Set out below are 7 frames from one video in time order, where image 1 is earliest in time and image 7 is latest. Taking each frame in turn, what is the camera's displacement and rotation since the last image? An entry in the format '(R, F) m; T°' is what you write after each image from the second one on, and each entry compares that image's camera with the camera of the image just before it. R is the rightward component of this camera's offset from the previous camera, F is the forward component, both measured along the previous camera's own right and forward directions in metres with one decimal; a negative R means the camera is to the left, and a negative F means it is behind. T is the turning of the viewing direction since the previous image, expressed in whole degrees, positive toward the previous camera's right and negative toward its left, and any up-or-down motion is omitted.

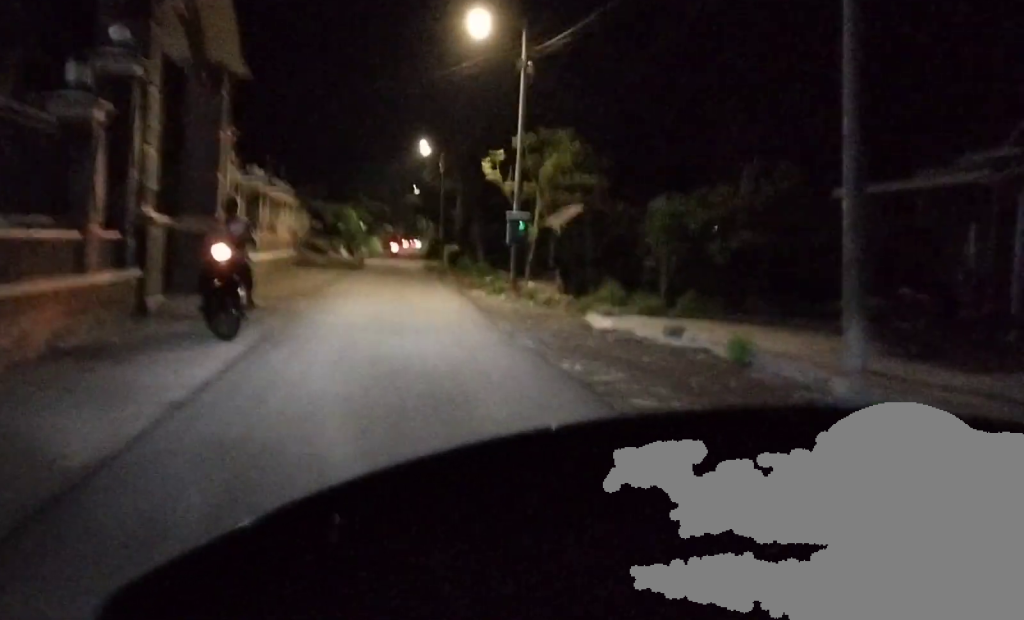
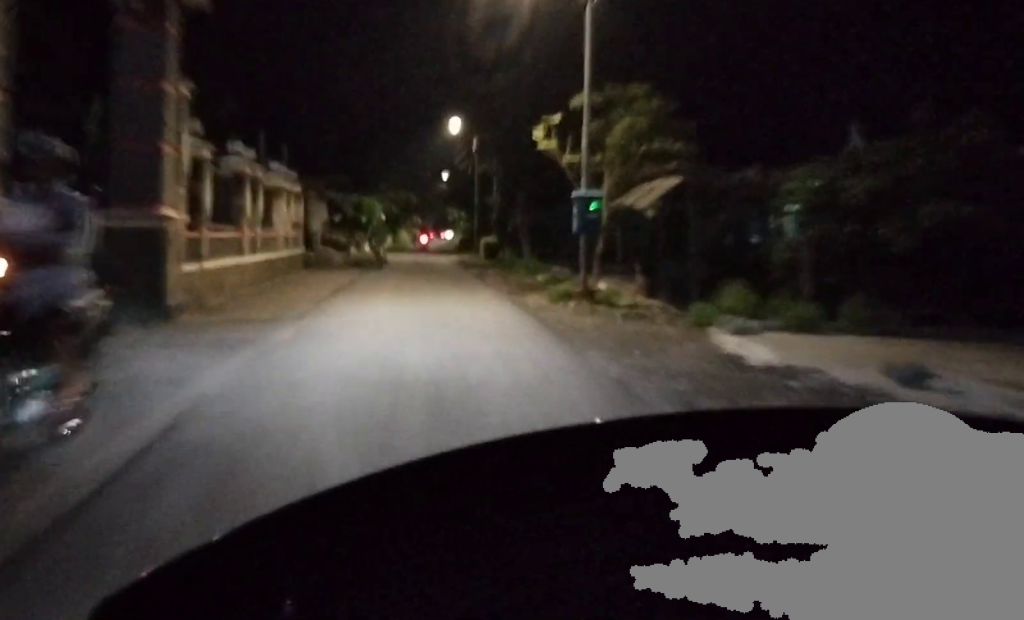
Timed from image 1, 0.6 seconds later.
(0.0, +5.4) m; -1°
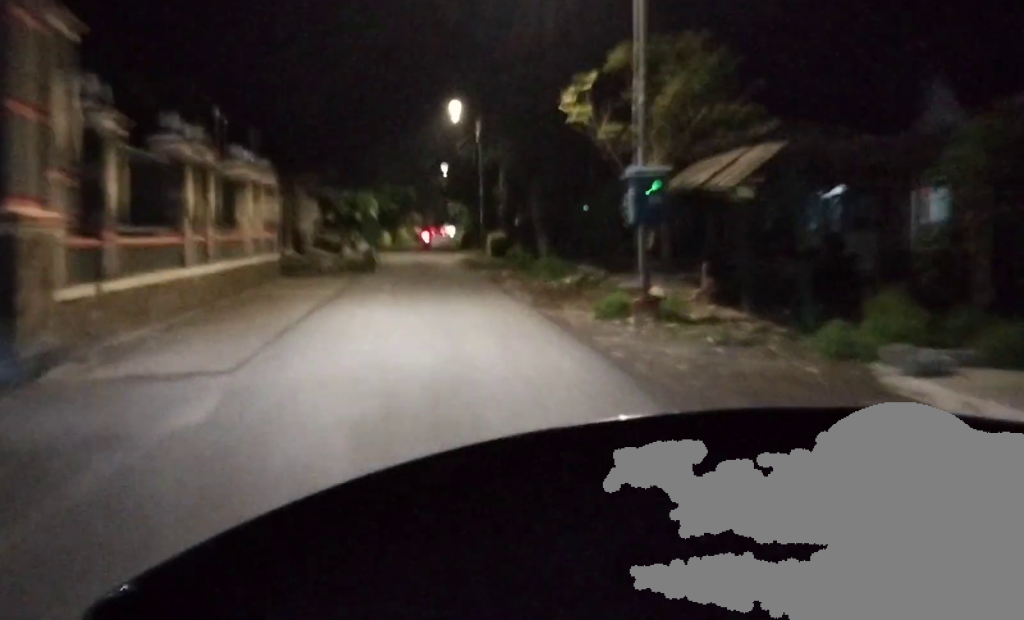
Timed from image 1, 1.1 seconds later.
(-0.1, +5.3) m; 0°
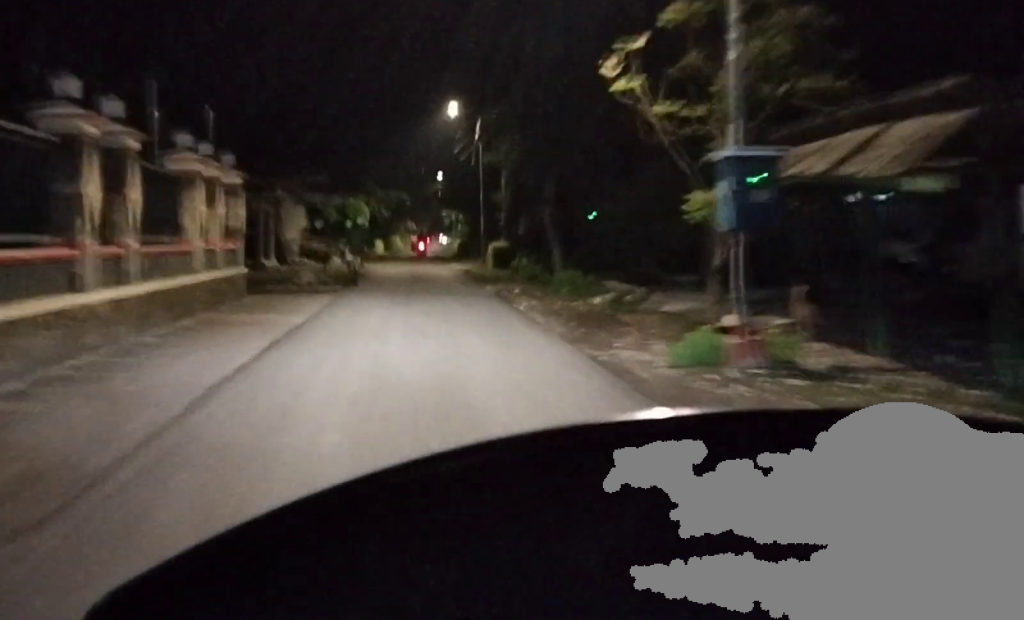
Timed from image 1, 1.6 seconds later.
(0.0, +4.9) m; 0°
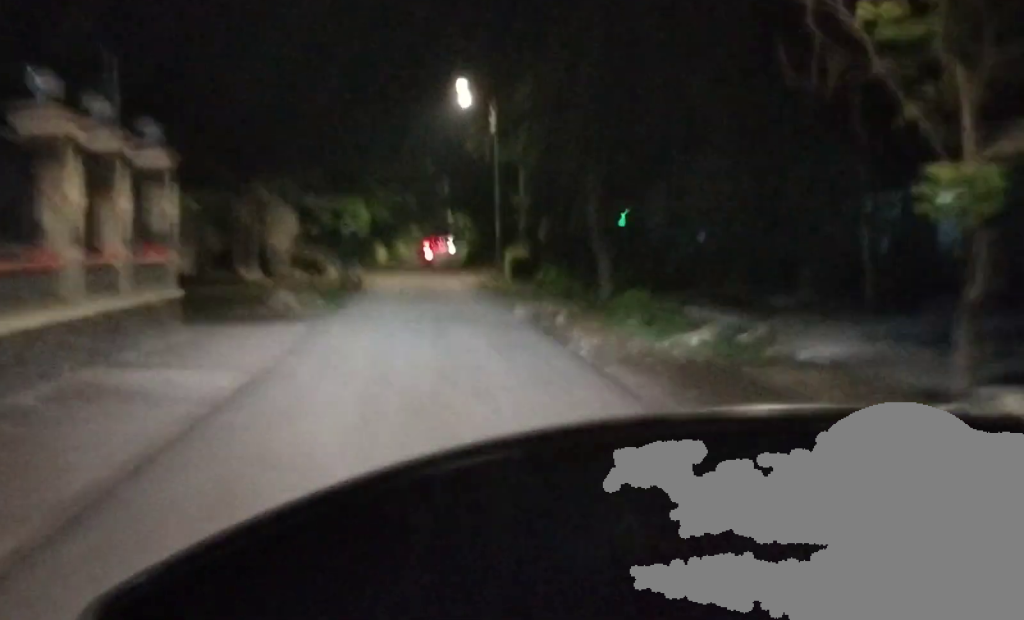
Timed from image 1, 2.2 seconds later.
(0.0, +6.4) m; 0°
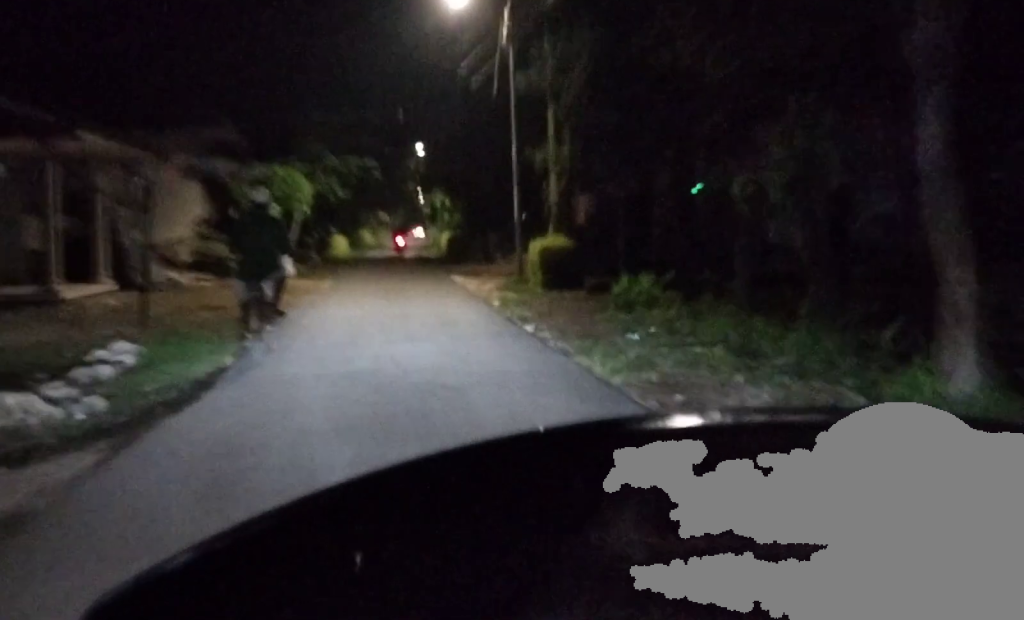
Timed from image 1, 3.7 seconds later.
(+0.1, +14.2) m; +1°
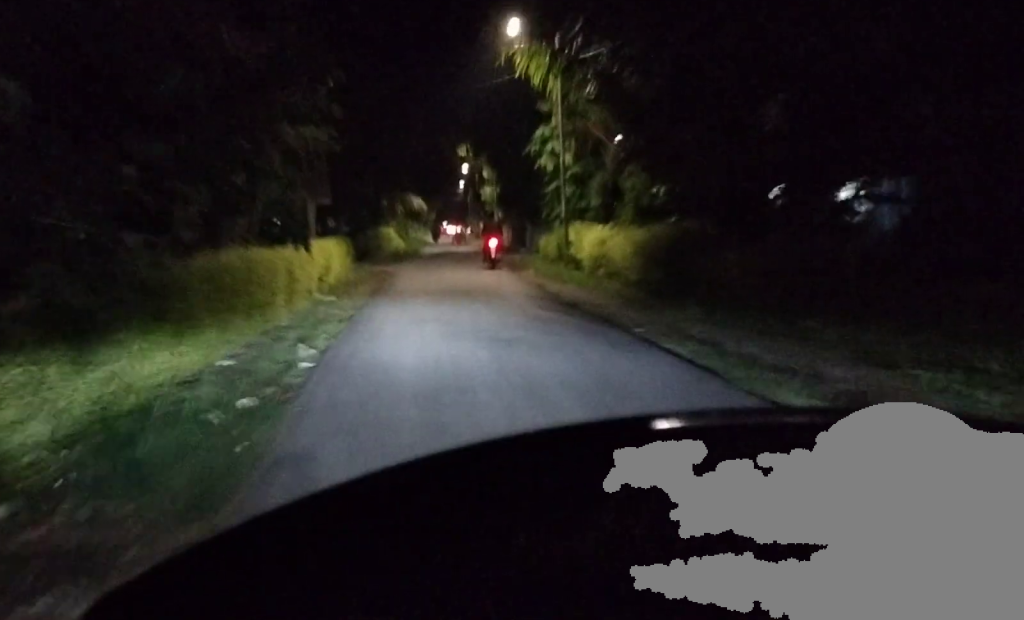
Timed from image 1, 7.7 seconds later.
(-0.2, +33.2) m; 0°
